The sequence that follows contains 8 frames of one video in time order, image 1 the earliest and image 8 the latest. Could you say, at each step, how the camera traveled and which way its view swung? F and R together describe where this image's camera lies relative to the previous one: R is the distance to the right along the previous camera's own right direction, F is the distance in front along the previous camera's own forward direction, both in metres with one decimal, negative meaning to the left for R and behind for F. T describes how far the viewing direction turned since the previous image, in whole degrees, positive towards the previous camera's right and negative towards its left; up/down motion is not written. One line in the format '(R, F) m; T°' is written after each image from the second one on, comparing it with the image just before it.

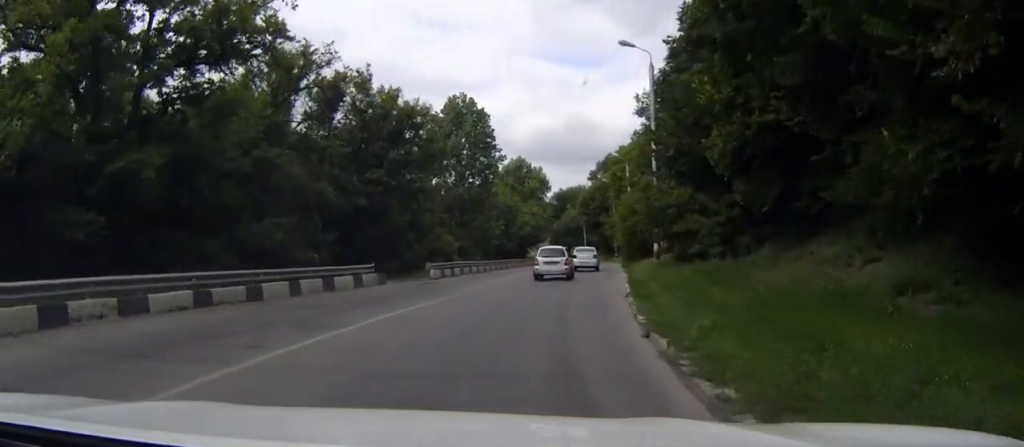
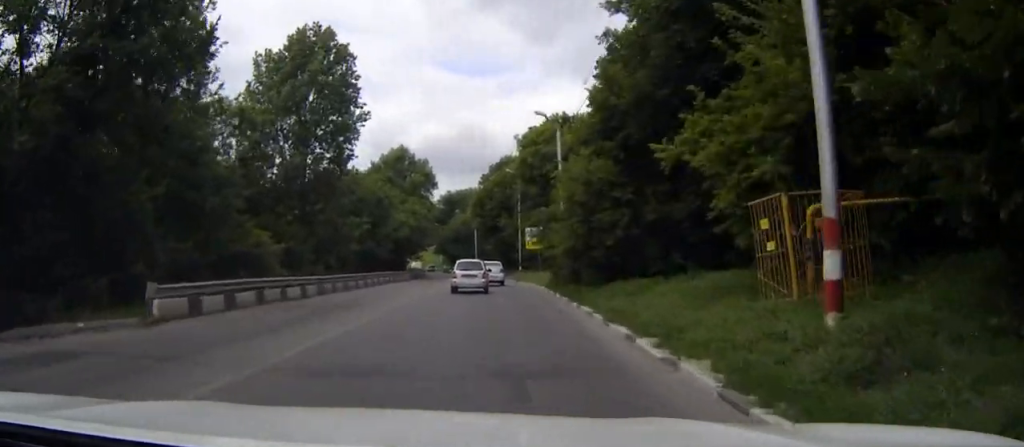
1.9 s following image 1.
(+1.8, +23.4) m; +9°
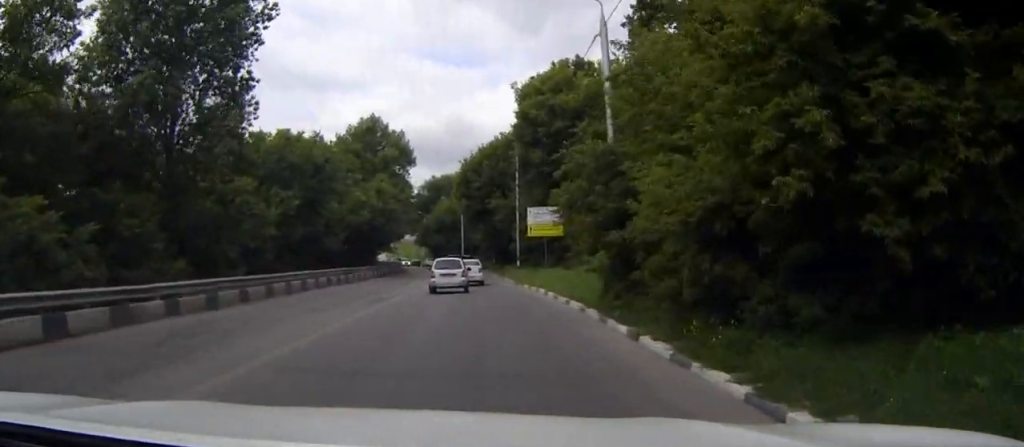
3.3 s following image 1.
(+0.6, +18.5) m; +4°
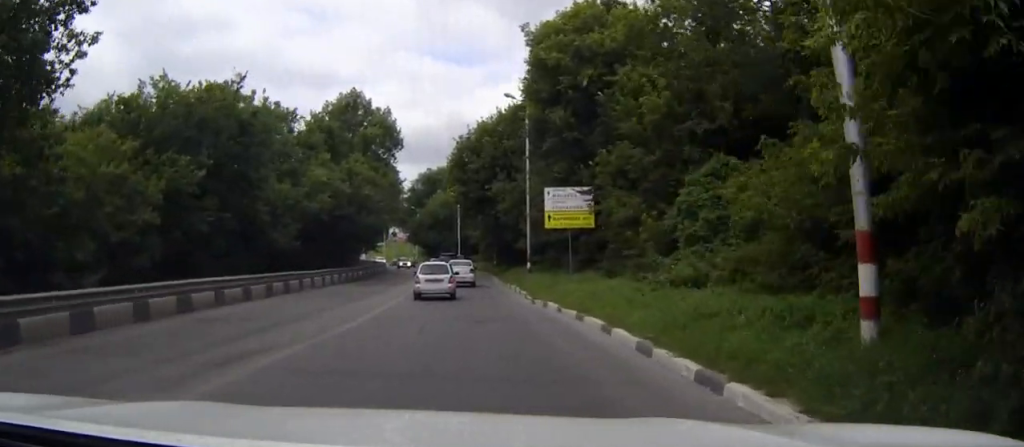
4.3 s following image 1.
(+0.4, +13.8) m; 0°
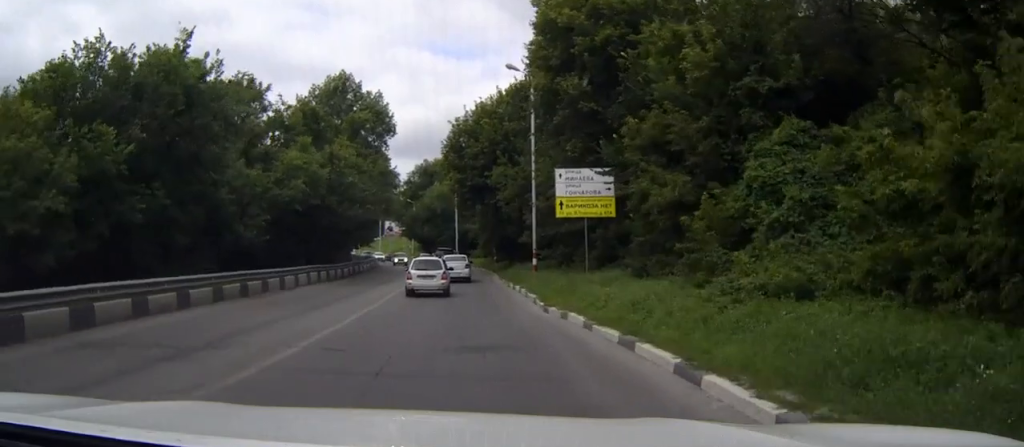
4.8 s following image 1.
(-0.2, +5.7) m; -1°
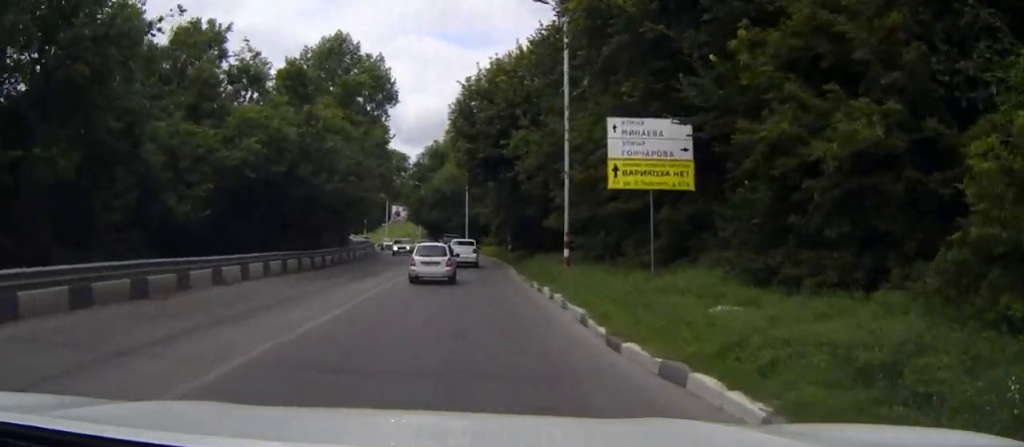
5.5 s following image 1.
(-0.1, +9.5) m; -1°
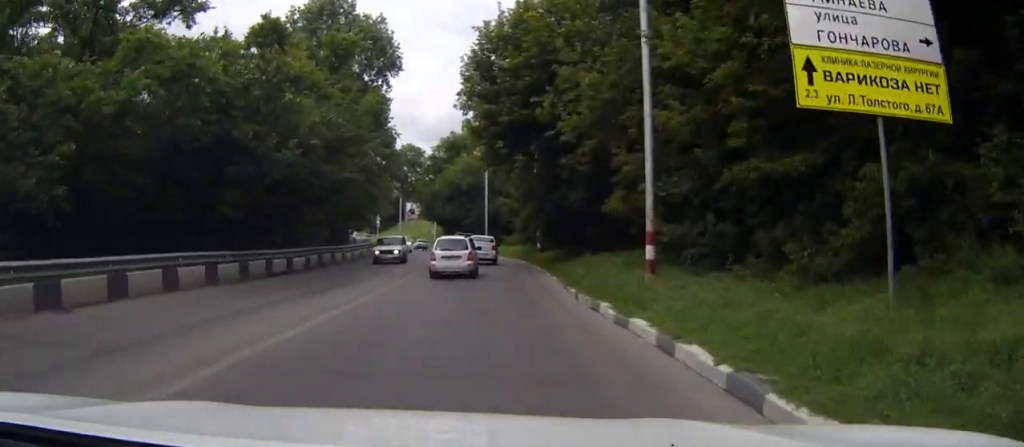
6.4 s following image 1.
(0.0, +11.2) m; 0°
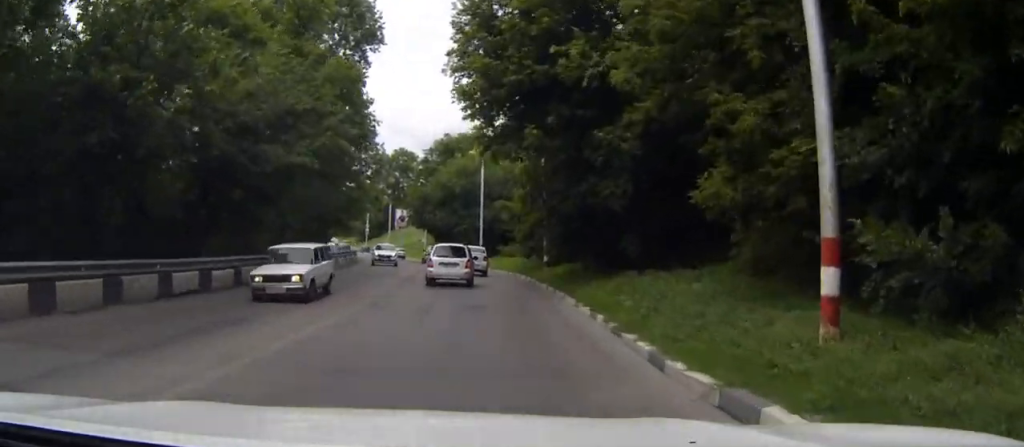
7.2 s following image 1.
(0.0, +9.2) m; -1°
